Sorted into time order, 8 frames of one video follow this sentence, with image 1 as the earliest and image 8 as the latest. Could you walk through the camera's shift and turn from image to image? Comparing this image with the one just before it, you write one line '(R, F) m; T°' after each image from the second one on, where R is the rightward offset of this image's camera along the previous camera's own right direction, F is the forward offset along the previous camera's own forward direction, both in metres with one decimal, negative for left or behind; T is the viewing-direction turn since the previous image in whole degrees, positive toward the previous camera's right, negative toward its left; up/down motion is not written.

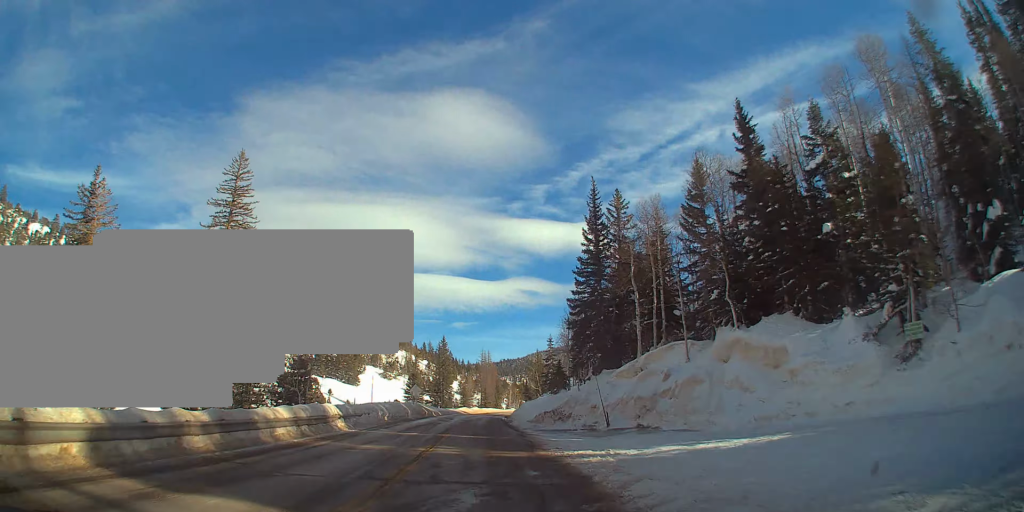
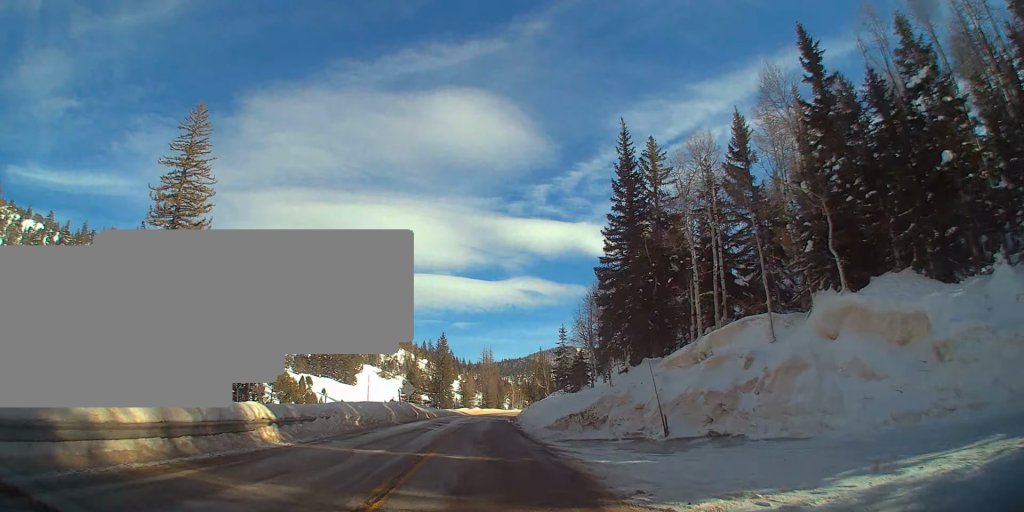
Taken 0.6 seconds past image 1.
(0.0, +9.8) m; -1°
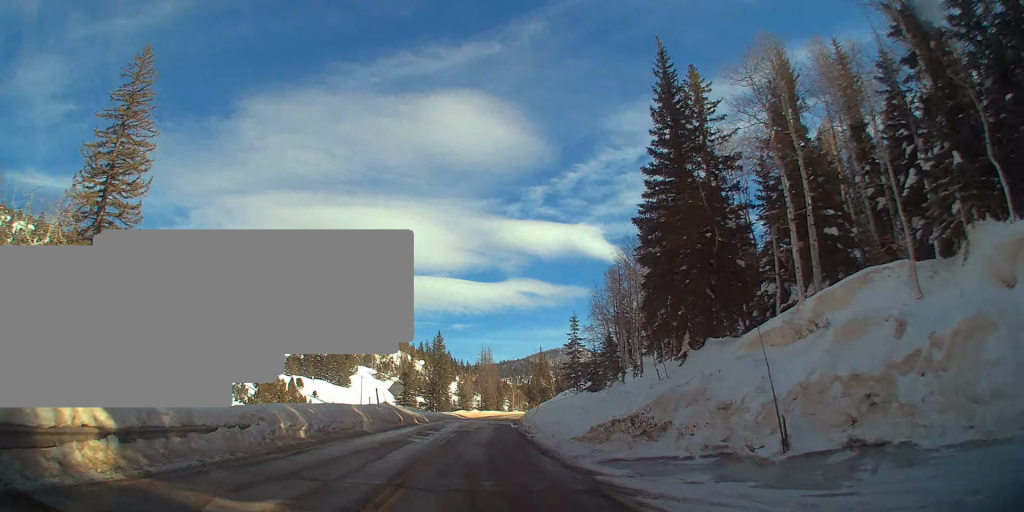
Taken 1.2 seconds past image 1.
(-0.3, +9.3) m; -1°
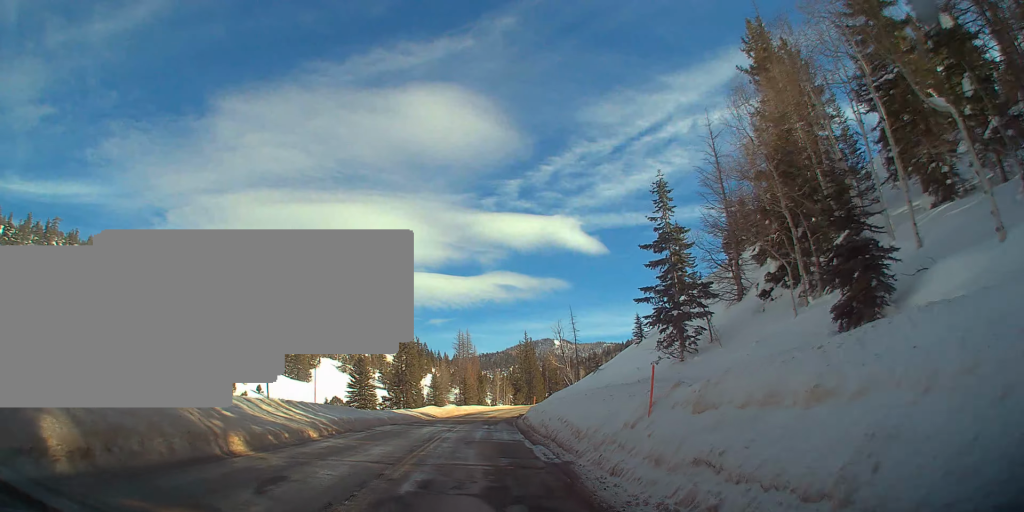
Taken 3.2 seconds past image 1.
(+0.1, +31.4) m; +2°
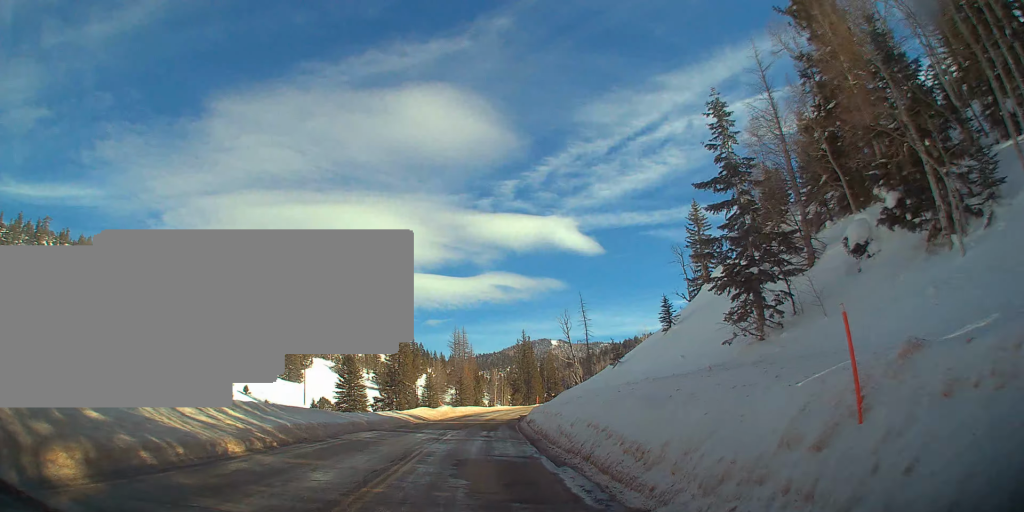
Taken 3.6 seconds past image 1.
(+0.1, +7.0) m; +1°
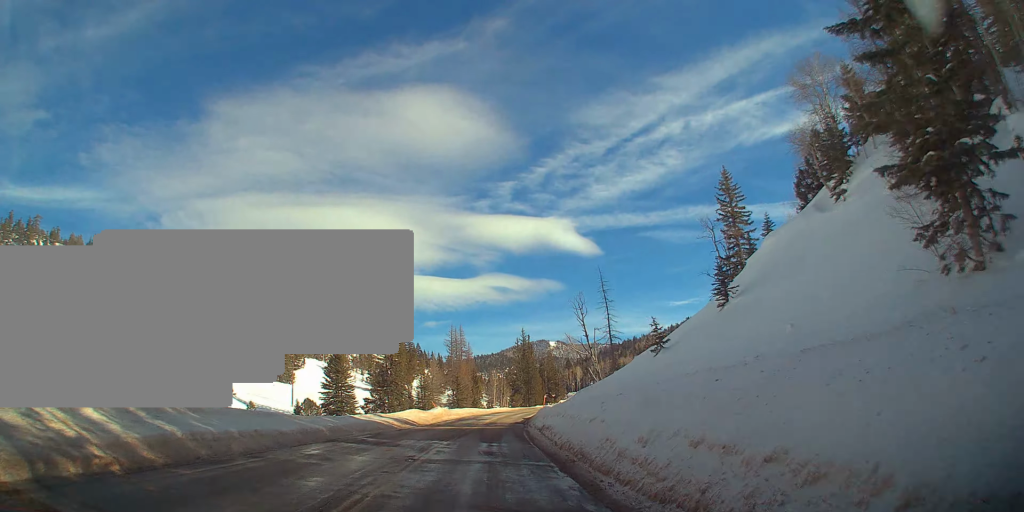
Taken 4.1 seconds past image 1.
(+0.3, +8.0) m; +1°
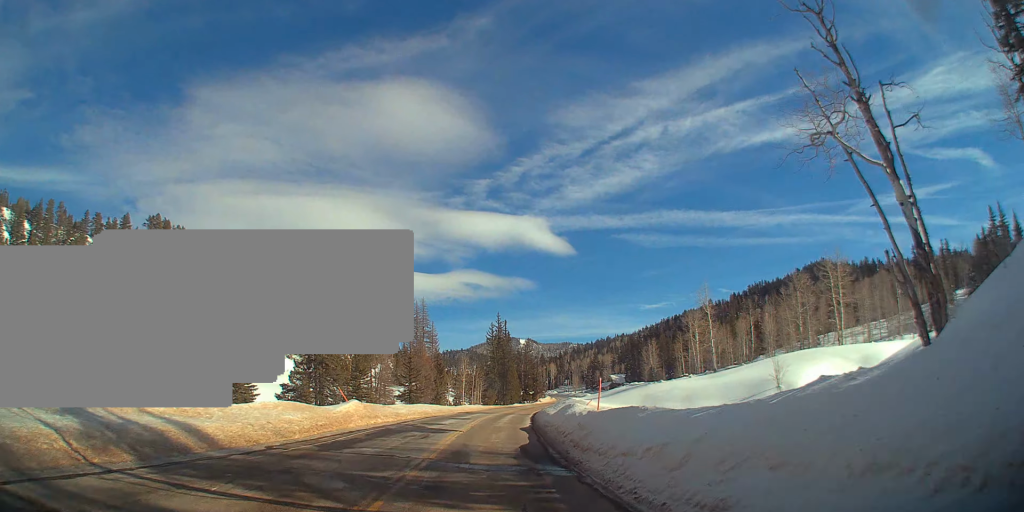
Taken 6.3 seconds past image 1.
(-0.6, +34.0) m; -1°
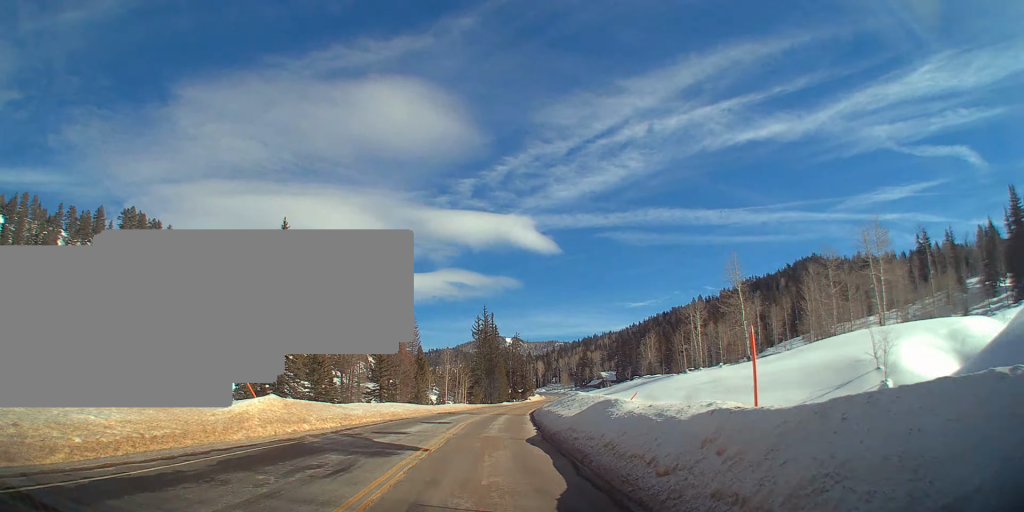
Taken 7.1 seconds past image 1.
(+0.2, +11.9) m; +1°
